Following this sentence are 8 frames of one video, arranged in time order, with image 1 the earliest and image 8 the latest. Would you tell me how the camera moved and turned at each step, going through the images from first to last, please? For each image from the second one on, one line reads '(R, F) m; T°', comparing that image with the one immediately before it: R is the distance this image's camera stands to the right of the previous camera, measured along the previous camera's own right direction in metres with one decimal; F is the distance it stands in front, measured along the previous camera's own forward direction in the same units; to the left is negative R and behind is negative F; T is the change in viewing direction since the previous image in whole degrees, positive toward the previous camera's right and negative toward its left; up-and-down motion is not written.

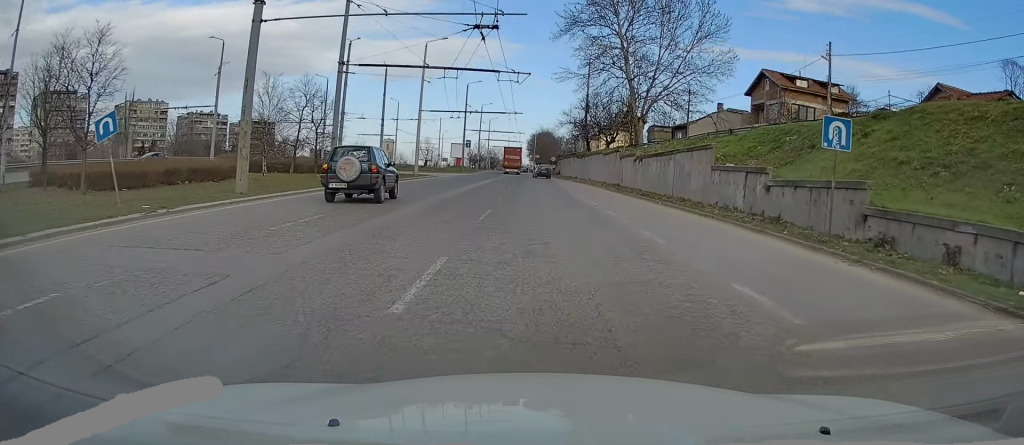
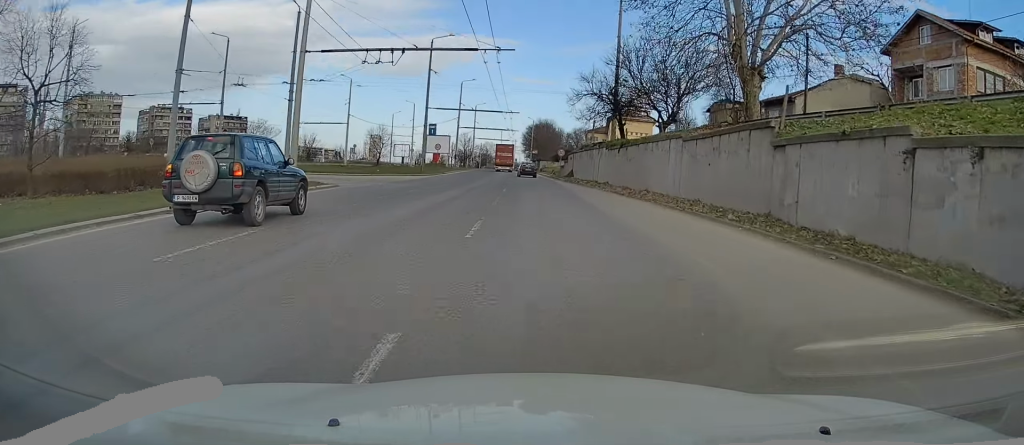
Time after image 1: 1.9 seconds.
(+0.3, +30.7) m; 0°
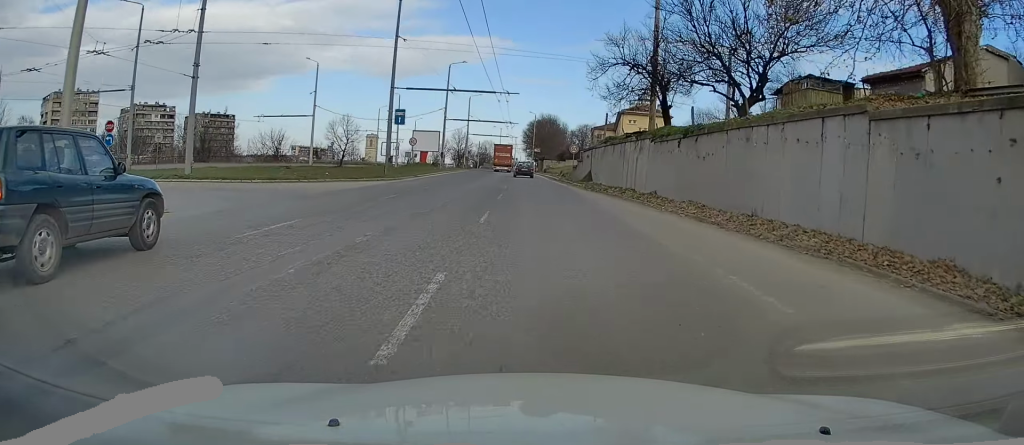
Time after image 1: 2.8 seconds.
(0.0, +15.8) m; 0°
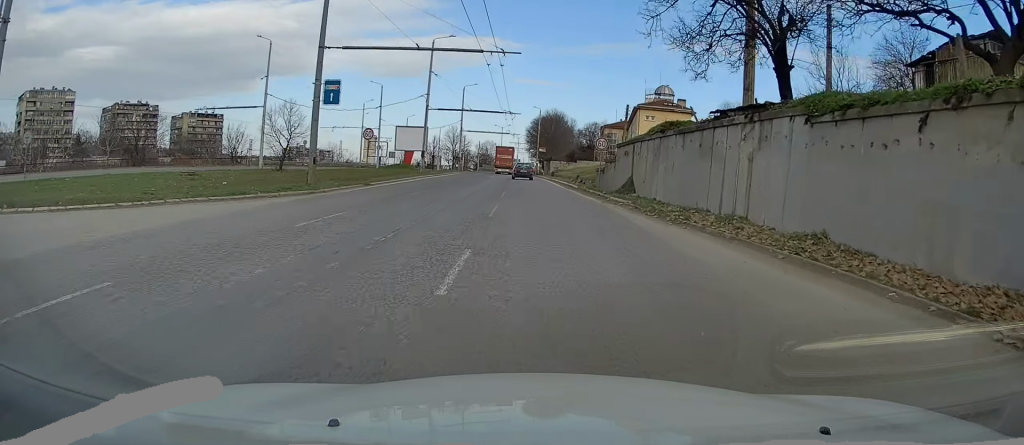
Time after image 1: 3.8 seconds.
(0.0, +16.0) m; +1°
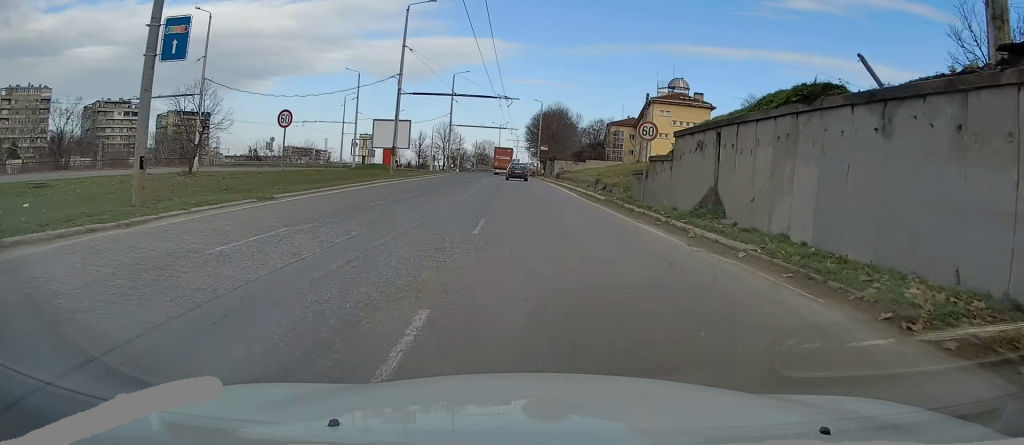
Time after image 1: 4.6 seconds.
(+0.3, +12.7) m; 0°
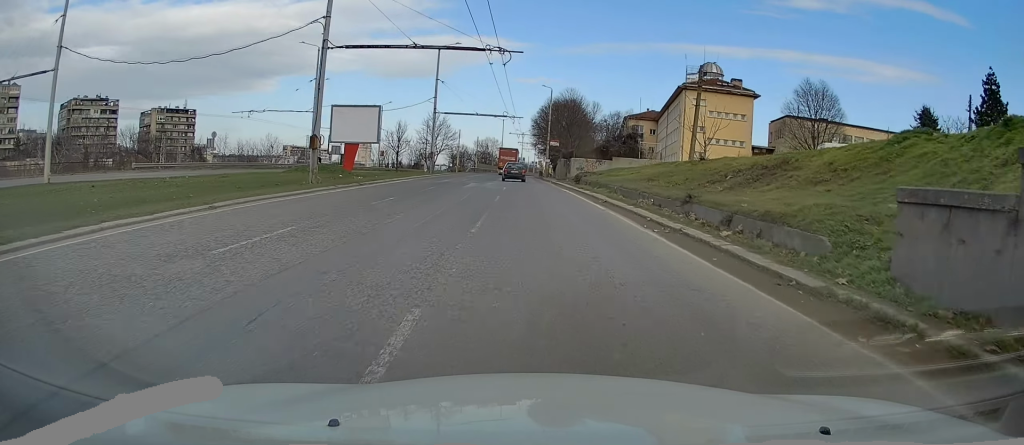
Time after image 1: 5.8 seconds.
(-0.5, +18.0) m; -2°
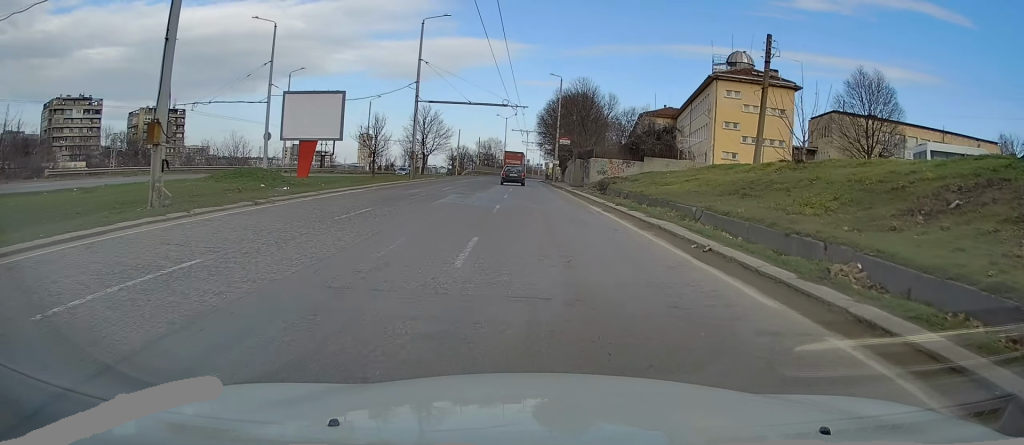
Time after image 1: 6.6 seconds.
(-0.1, +12.7) m; 0°
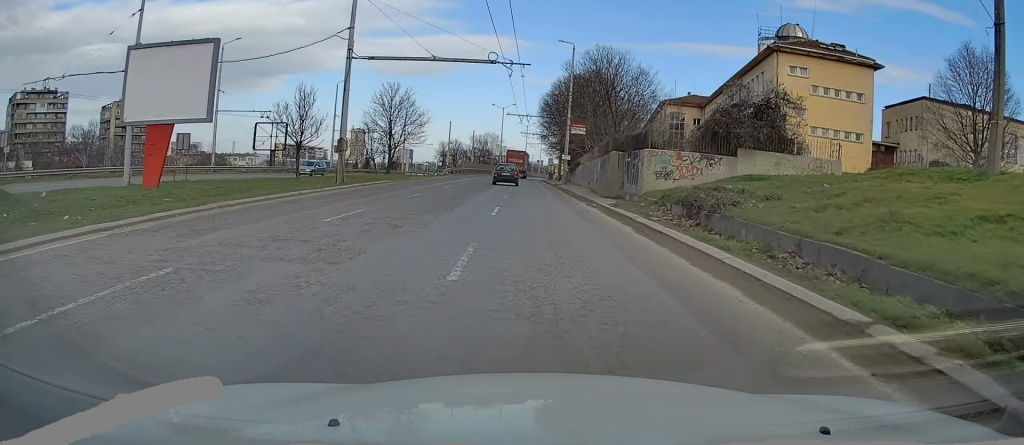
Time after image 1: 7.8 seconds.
(+0.1, +19.1) m; +1°
